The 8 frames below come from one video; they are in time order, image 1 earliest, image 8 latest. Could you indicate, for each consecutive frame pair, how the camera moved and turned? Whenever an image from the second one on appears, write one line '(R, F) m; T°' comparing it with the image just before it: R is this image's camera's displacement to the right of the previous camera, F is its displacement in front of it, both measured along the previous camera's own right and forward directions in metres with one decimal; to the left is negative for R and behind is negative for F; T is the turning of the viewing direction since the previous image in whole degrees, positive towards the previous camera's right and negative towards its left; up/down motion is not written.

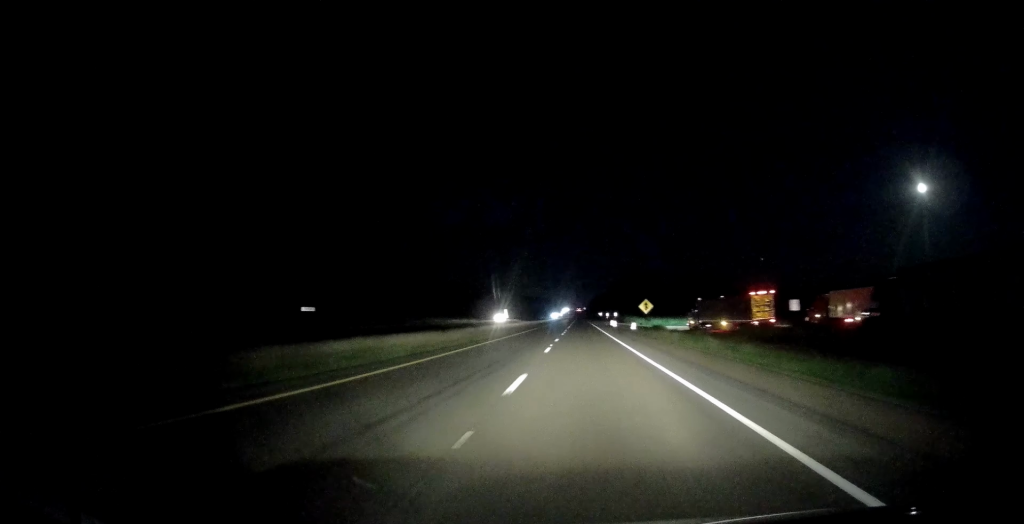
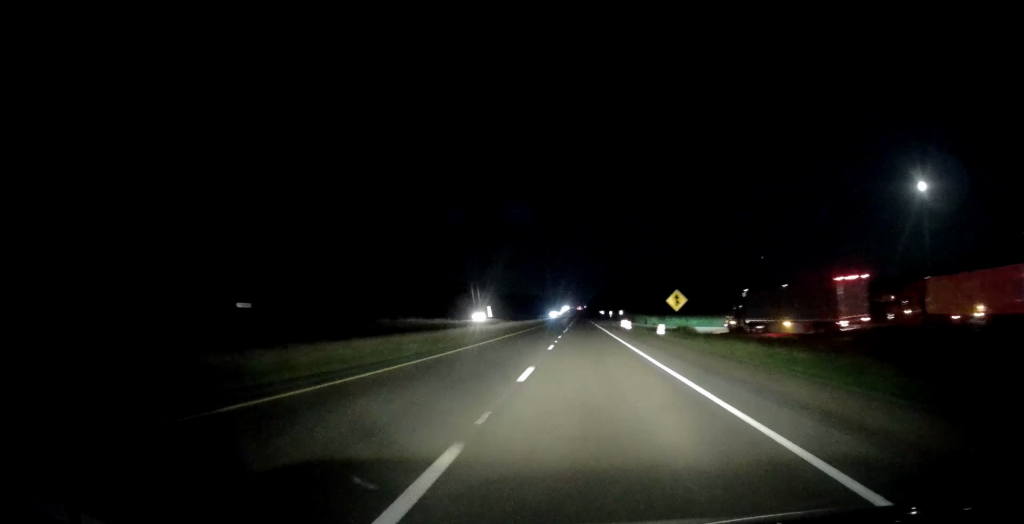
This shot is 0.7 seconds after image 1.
(+0.2, +21.1) m; -1°
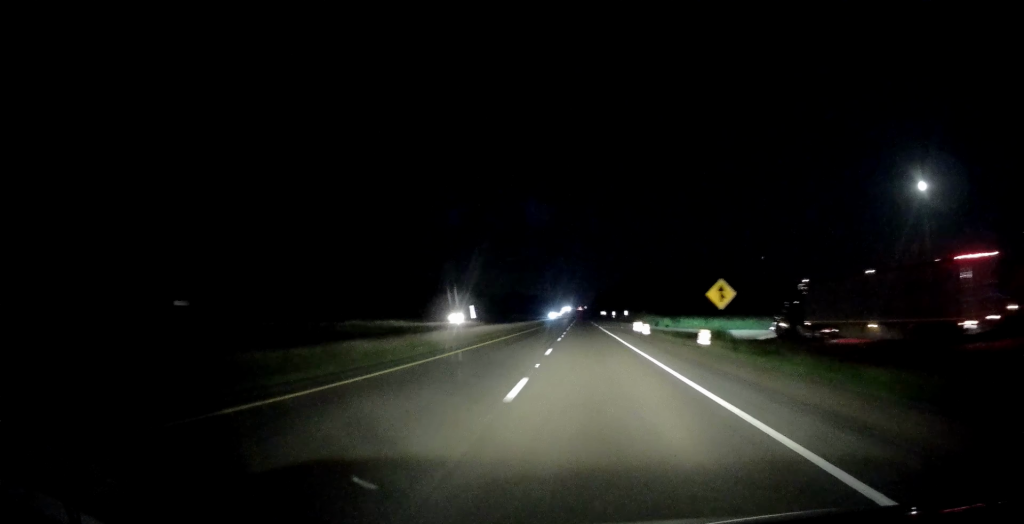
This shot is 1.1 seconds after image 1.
(0.0, +14.8) m; 0°
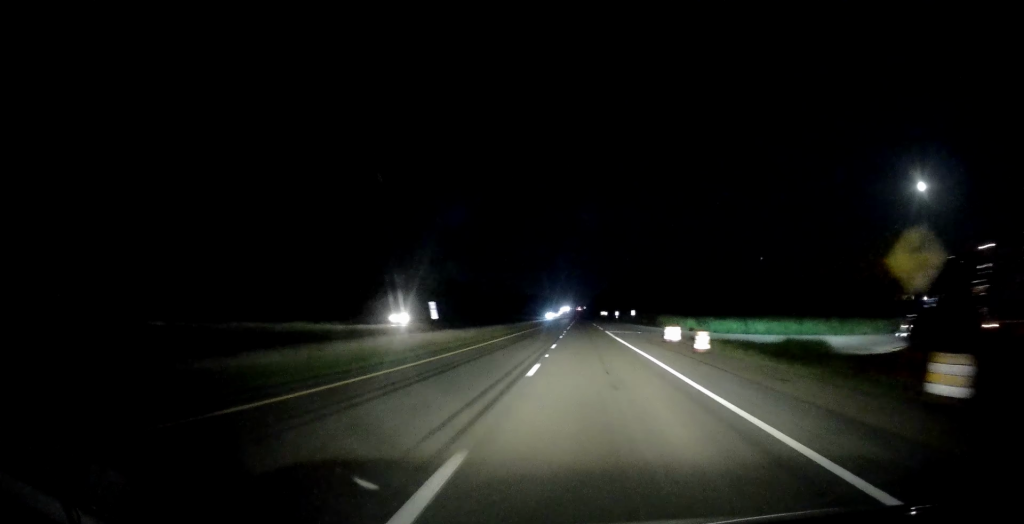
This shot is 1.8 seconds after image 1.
(-0.3, +20.0) m; -1°
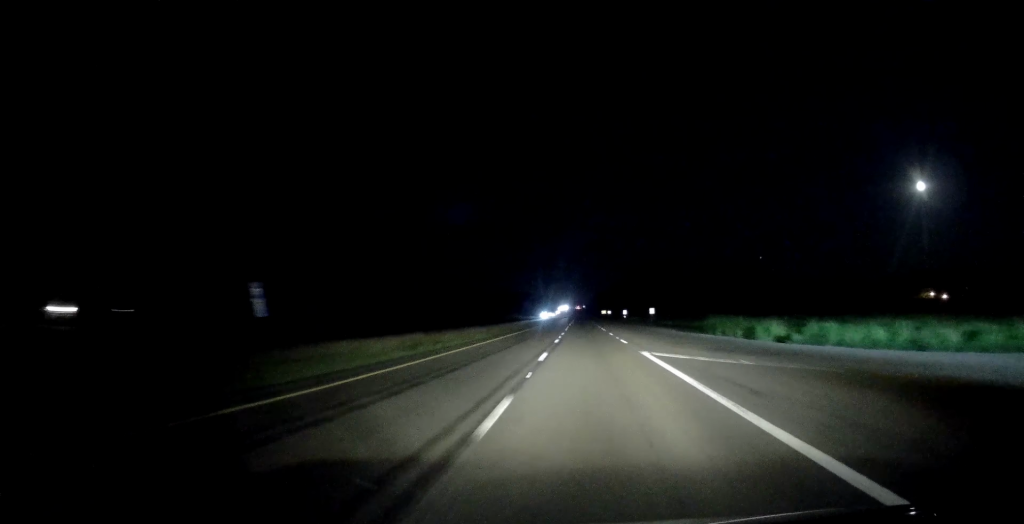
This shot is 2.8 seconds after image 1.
(0.0, +31.7) m; +1°
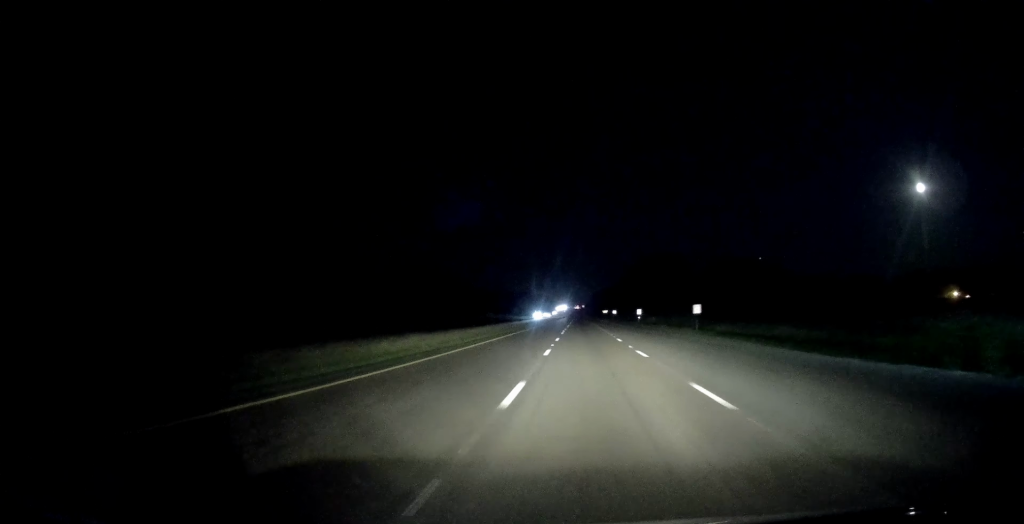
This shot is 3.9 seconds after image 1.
(+0.4, +34.8) m; 0°
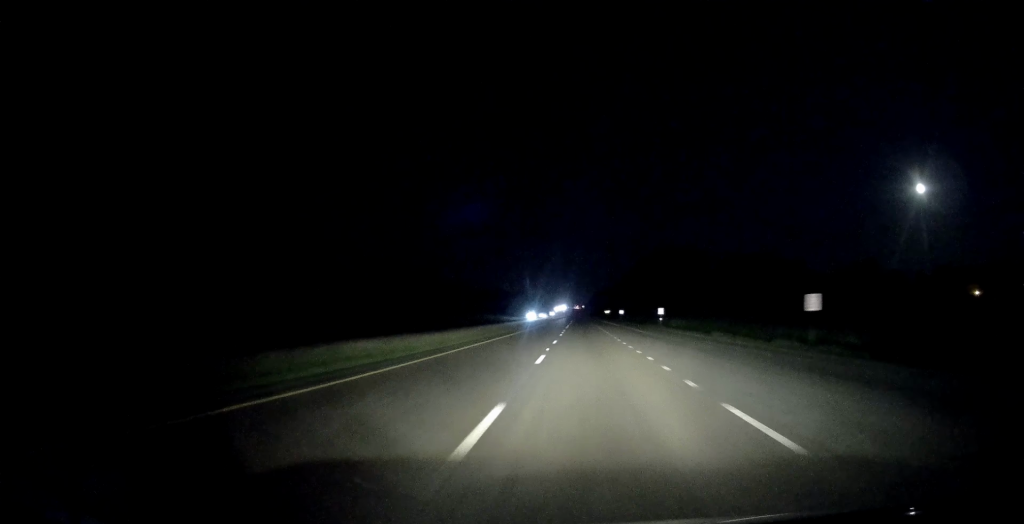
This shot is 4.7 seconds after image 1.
(-0.3, +27.4) m; 0°
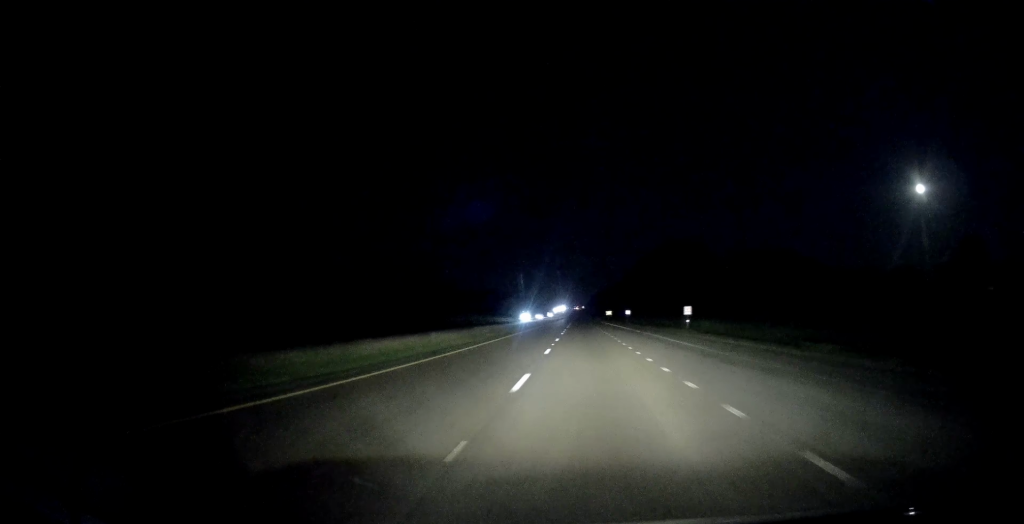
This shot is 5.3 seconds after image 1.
(+0.1, +18.9) m; 0°
